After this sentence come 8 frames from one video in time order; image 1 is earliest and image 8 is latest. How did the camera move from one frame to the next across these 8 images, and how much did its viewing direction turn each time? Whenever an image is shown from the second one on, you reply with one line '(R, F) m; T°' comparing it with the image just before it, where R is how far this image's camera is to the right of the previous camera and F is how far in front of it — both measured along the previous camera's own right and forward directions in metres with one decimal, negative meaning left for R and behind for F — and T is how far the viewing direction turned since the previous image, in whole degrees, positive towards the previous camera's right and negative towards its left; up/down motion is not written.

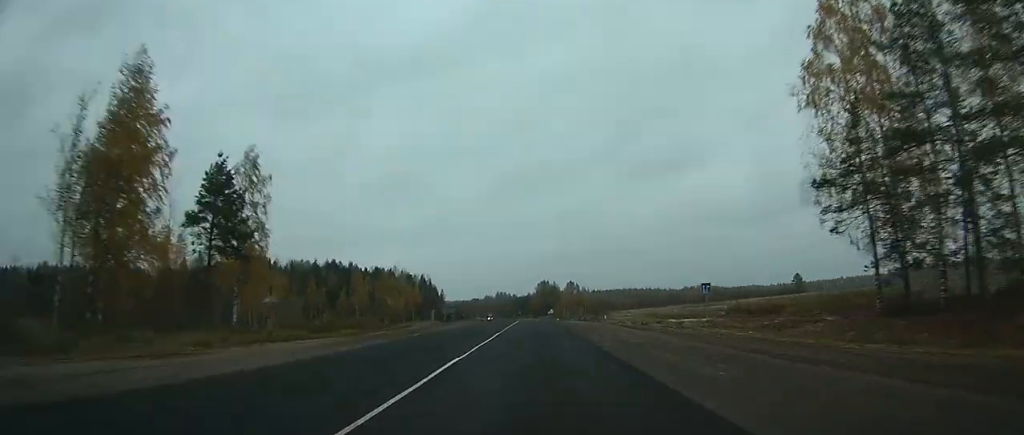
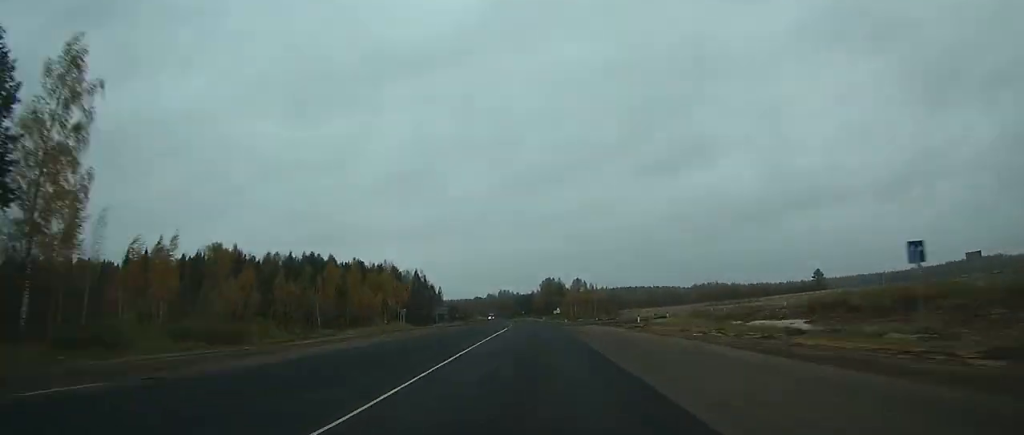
(-0.2, +21.4) m; -1°
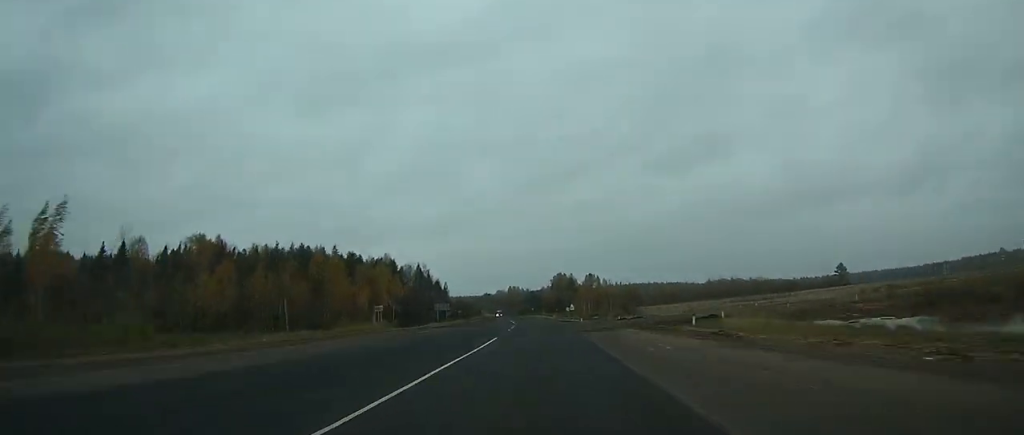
(-0.1, +15.4) m; 0°
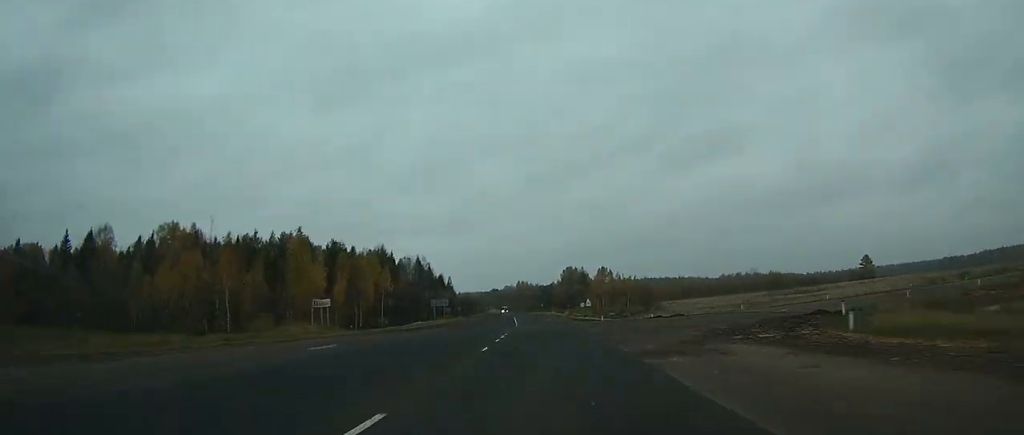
(-0.2, +19.2) m; +1°
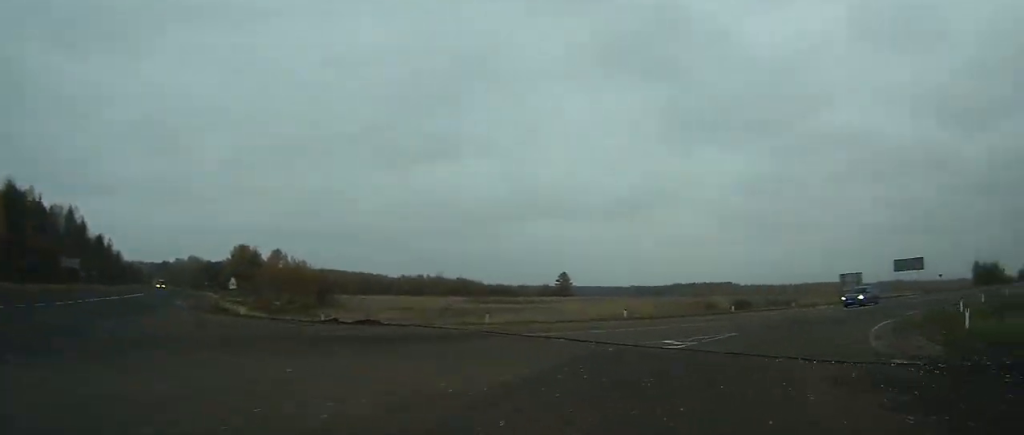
(+2.7, +29.5) m; +17°
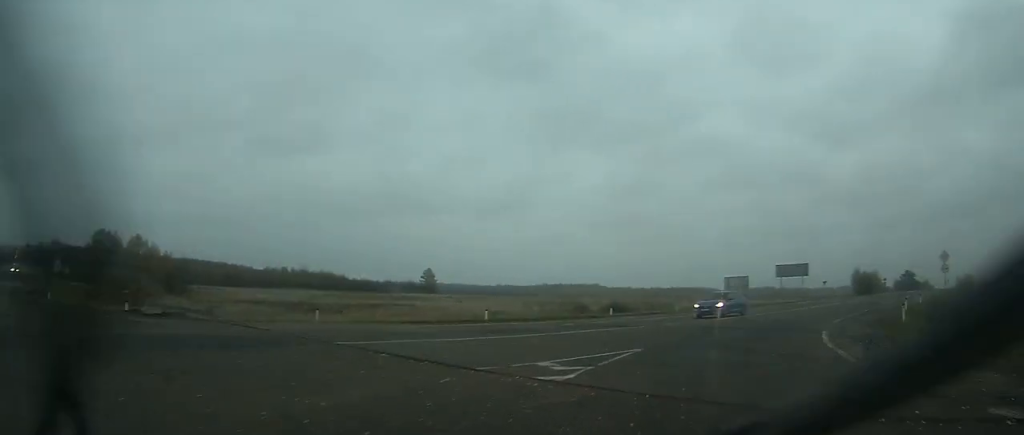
(-0.1, +6.6) m; +9°
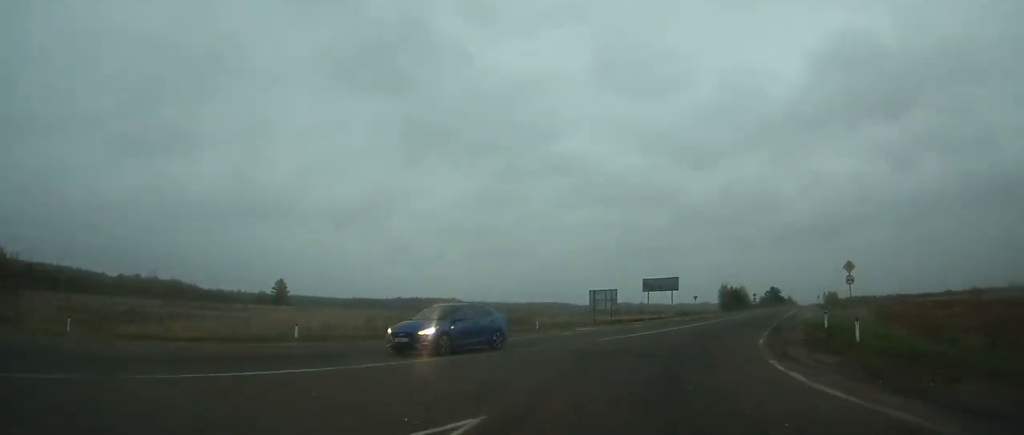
(+2.1, +8.7) m; +34°
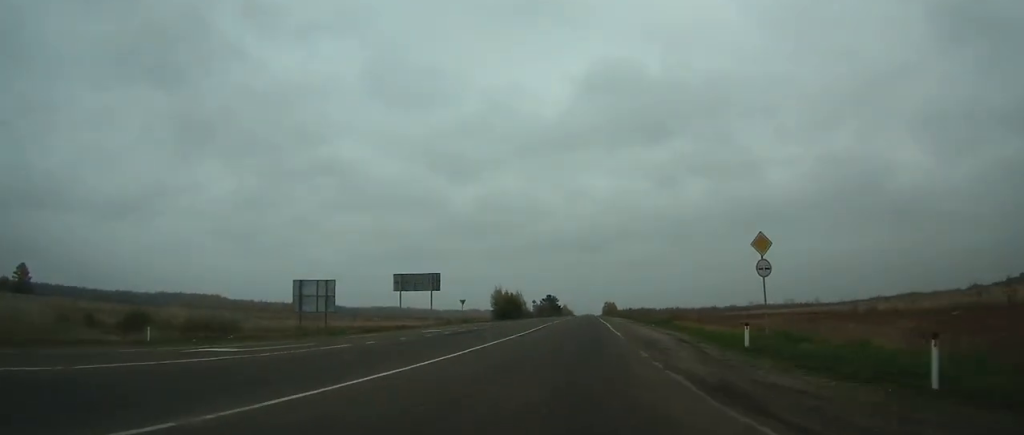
(+8.9, +25.1) m; +20°
